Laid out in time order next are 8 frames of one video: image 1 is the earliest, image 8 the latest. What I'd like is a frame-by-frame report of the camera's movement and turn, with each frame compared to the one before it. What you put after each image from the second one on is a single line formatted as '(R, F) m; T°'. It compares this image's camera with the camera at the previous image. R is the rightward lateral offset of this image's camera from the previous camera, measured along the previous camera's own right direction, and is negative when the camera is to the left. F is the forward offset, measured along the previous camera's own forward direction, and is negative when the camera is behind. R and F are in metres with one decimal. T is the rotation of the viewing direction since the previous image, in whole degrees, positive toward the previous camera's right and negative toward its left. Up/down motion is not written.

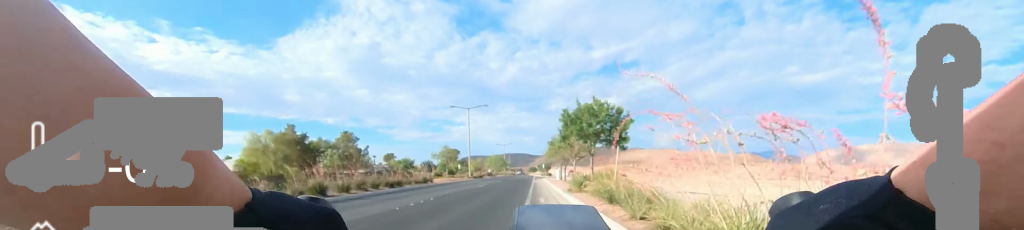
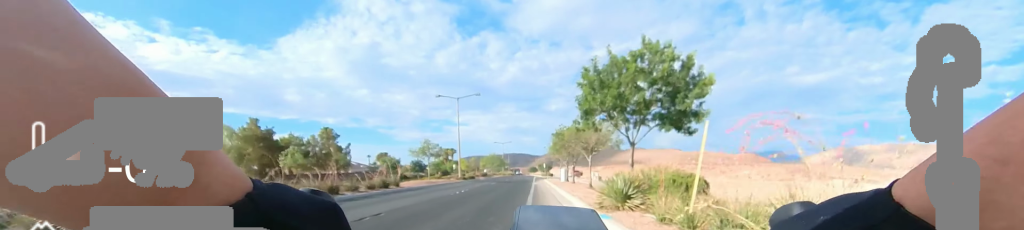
(-0.5, +6.0) m; +3°
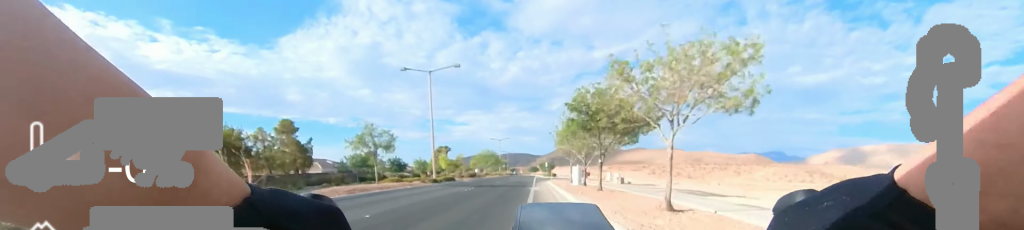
(+1.2, +9.2) m; 0°
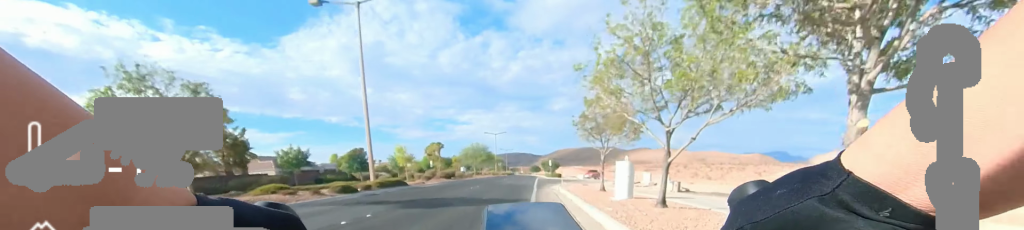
(-0.8, +11.1) m; -1°
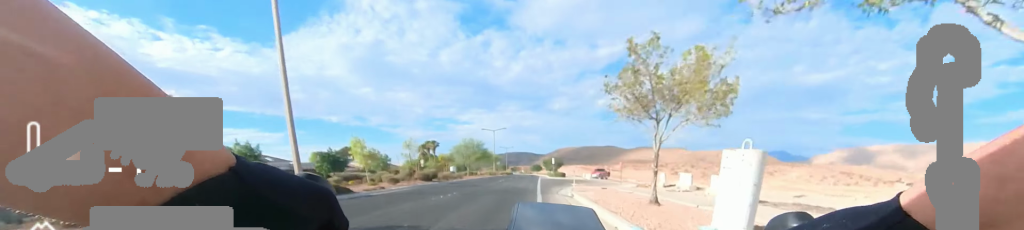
(+0.6, +5.8) m; 0°
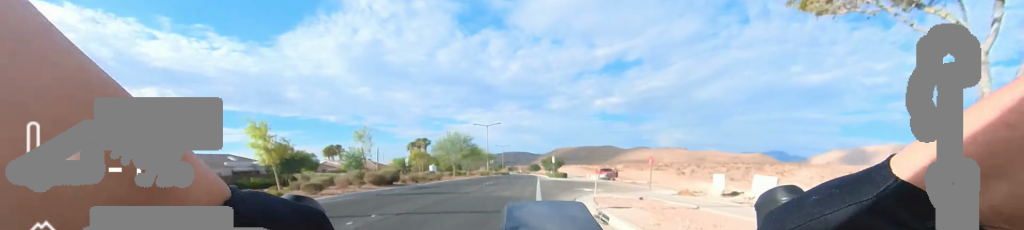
(-0.6, +6.5) m; 0°
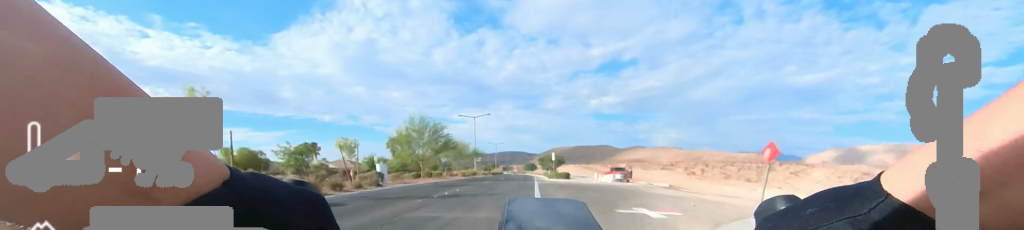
(+0.3, +9.3) m; 0°
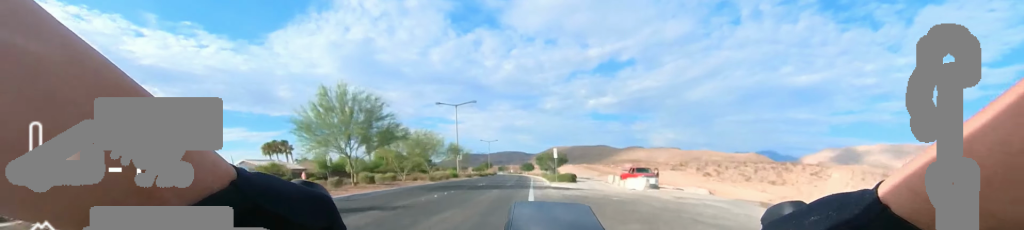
(-0.4, +10.1) m; 0°
